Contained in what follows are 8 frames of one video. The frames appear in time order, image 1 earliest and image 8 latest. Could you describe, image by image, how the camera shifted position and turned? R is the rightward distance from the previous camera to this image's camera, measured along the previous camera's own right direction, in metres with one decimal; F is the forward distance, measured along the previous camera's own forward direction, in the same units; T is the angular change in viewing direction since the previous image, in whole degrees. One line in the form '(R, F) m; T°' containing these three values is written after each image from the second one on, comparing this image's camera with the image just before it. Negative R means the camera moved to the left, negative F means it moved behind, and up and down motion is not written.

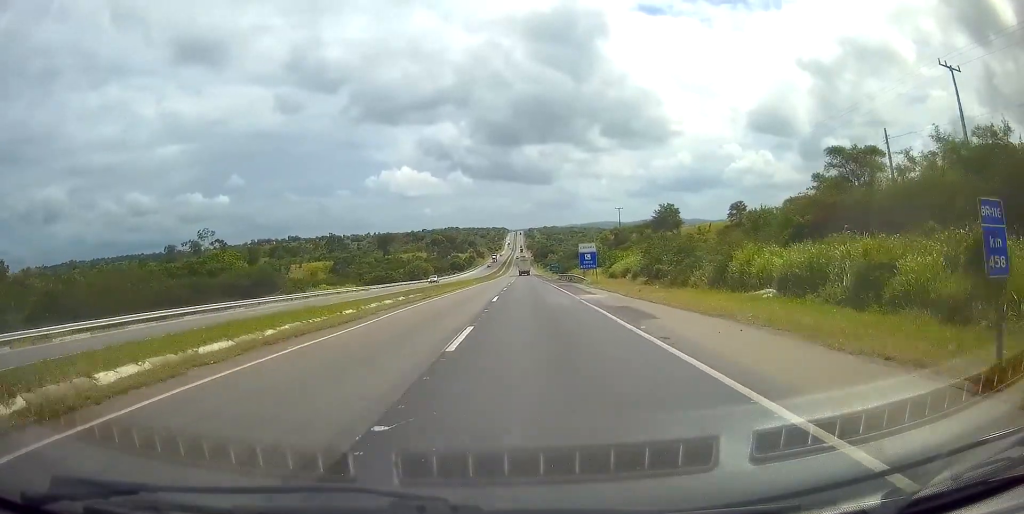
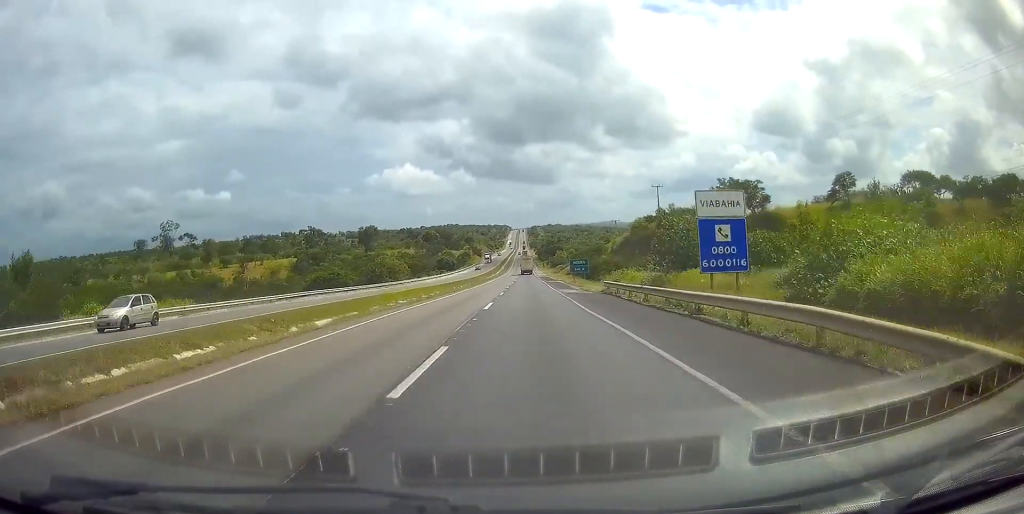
(+0.2, +49.4) m; -1°
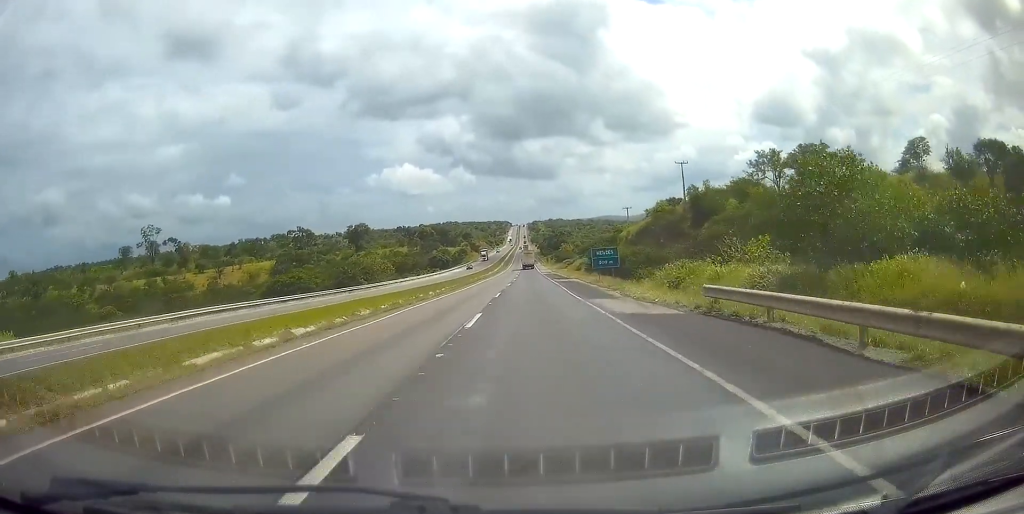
(-0.4, +21.3) m; -2°
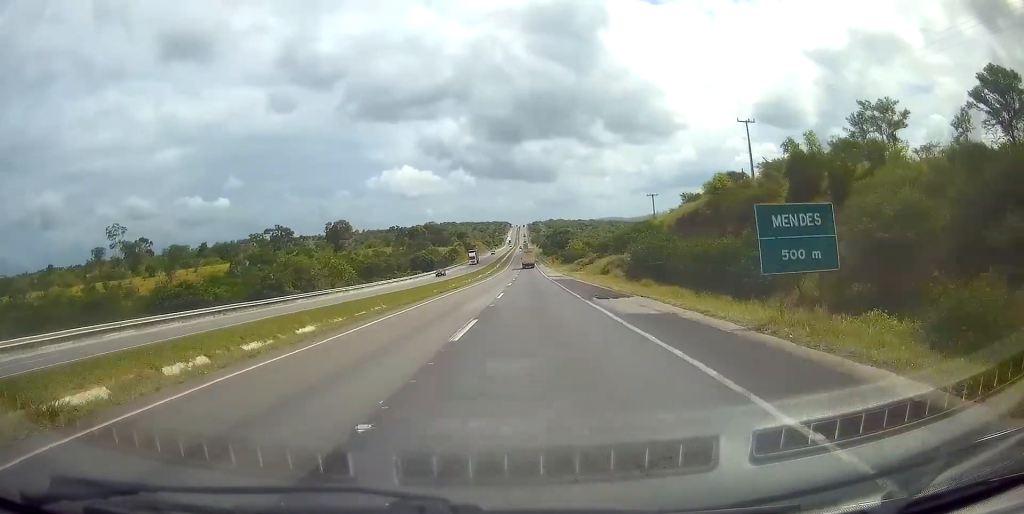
(-0.6, +33.7) m; 0°
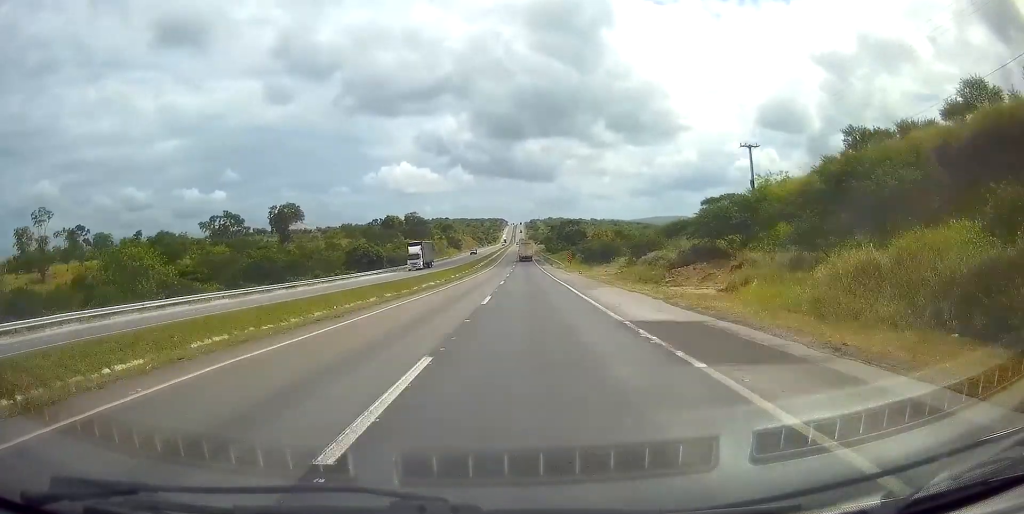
(+1.1, +60.6) m; +1°
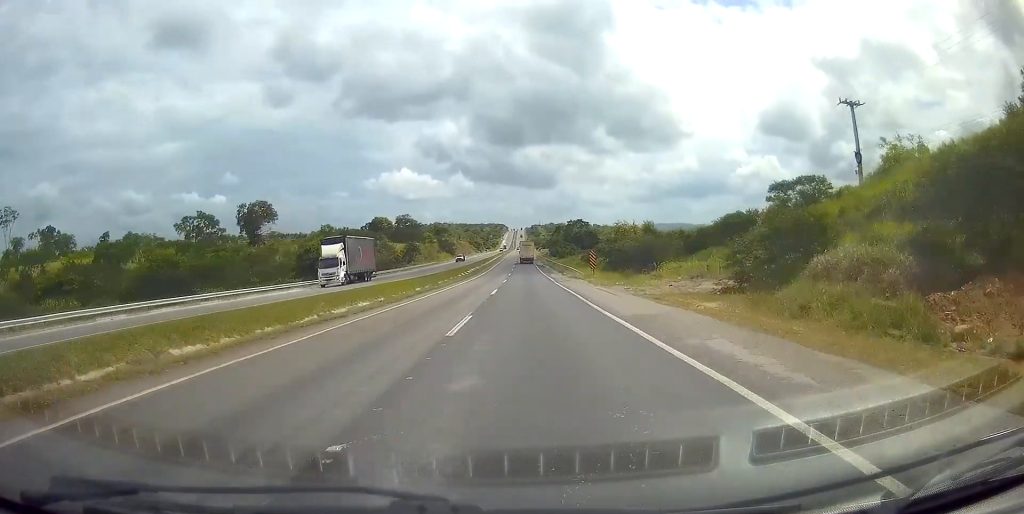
(+0.1, +26.3) m; 0°
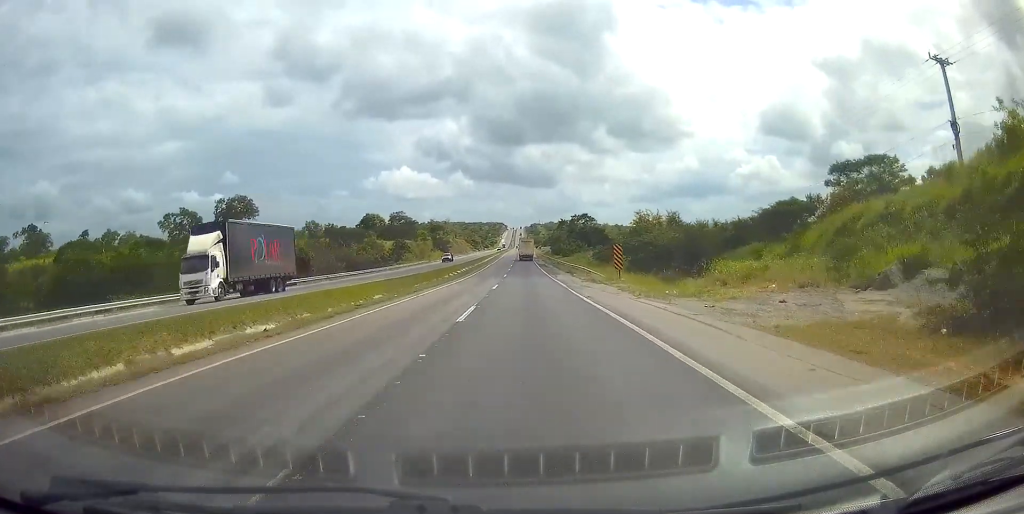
(0.0, +14.8) m; 0°
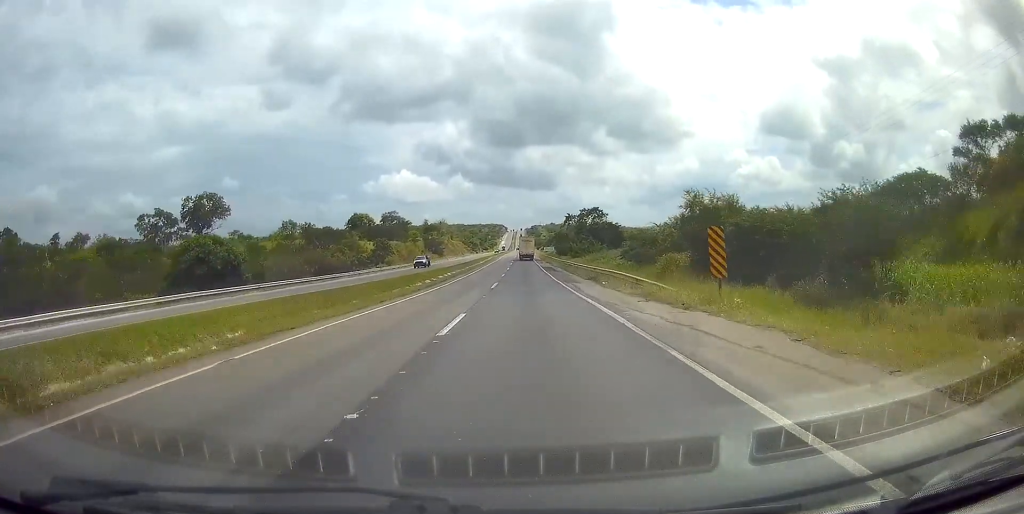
(-0.3, +20.0) m; 0°
